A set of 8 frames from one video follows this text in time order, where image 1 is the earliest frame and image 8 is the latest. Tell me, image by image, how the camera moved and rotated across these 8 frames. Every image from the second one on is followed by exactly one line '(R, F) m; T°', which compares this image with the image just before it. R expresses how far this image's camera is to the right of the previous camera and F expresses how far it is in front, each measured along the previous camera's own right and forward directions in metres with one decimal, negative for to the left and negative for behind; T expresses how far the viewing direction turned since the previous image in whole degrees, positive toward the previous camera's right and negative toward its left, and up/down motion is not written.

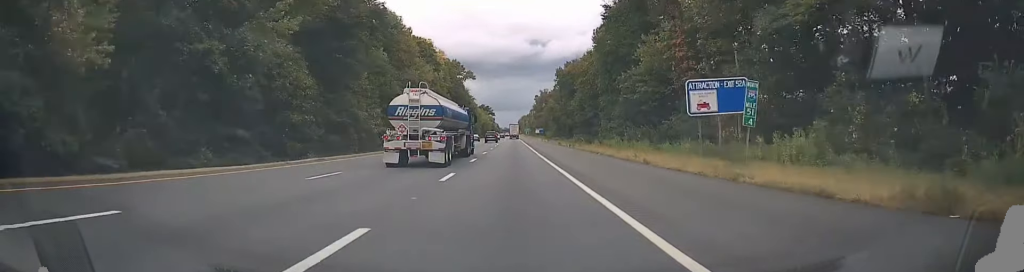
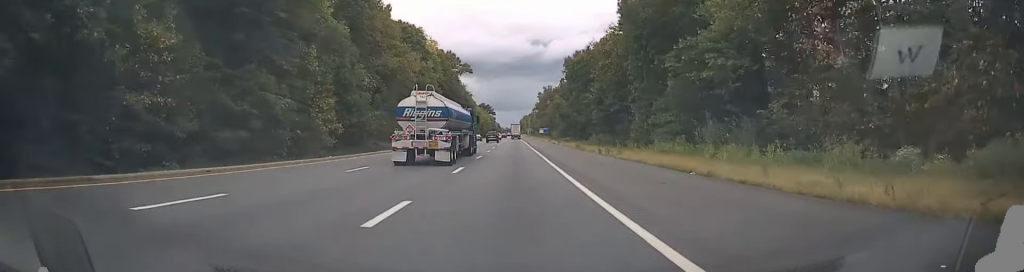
(0.0, +20.3) m; 0°
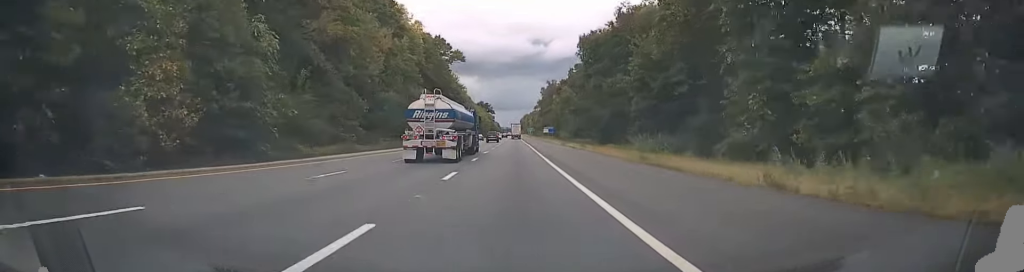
(-0.2, +23.6) m; -1°
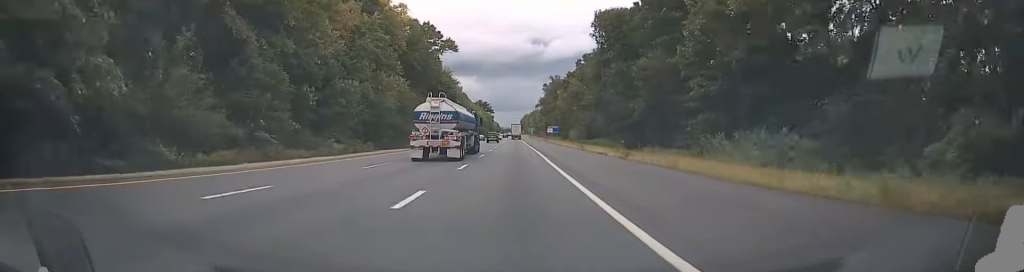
(-0.1, +15.8) m; 0°
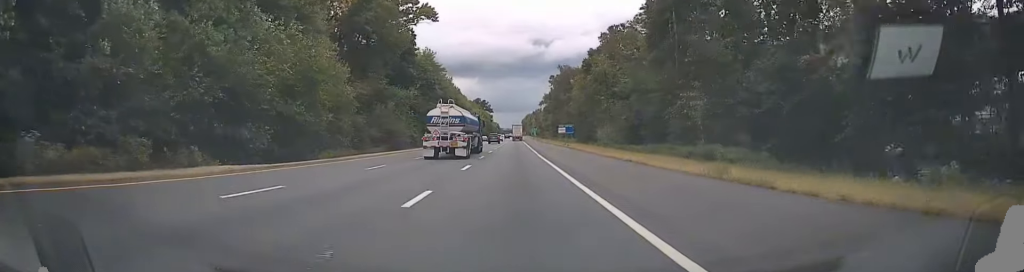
(+0.2, +32.4) m; 0°
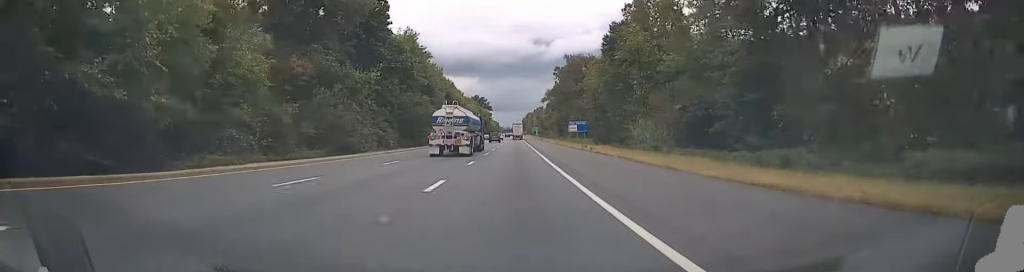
(0.0, +20.2) m; 0°
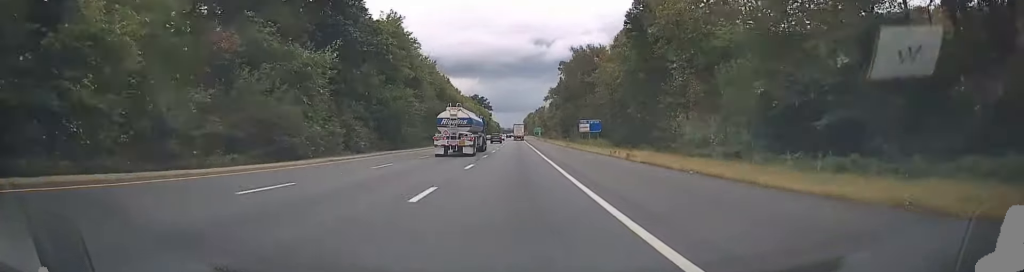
(-0.1, +13.7) m; 0°
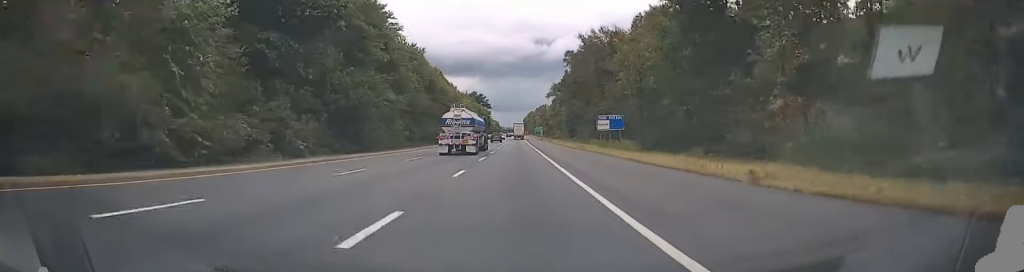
(-0.1, +16.8) m; 0°
